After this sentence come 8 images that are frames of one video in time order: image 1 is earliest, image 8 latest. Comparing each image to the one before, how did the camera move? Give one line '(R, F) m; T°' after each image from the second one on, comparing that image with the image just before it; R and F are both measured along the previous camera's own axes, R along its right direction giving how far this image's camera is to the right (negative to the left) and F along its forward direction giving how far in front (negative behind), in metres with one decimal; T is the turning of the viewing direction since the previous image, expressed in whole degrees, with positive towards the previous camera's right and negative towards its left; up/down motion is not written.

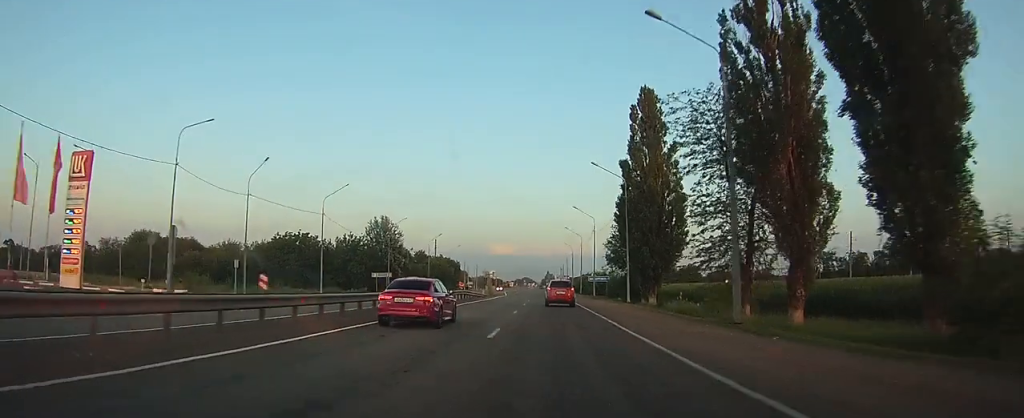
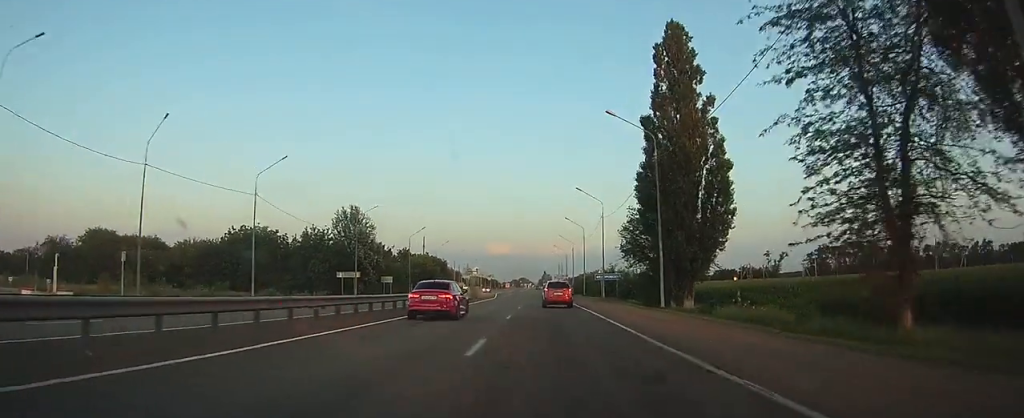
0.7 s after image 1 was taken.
(0.0, +16.3) m; 0°
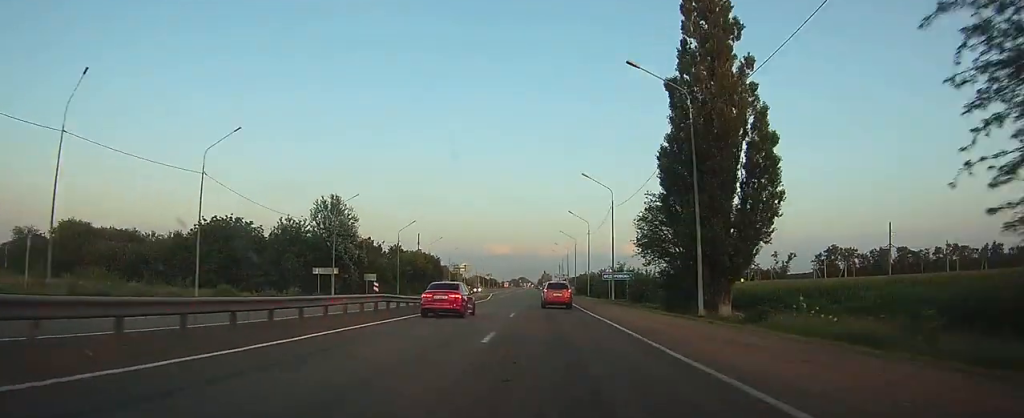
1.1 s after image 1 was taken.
(0.0, +9.2) m; 0°
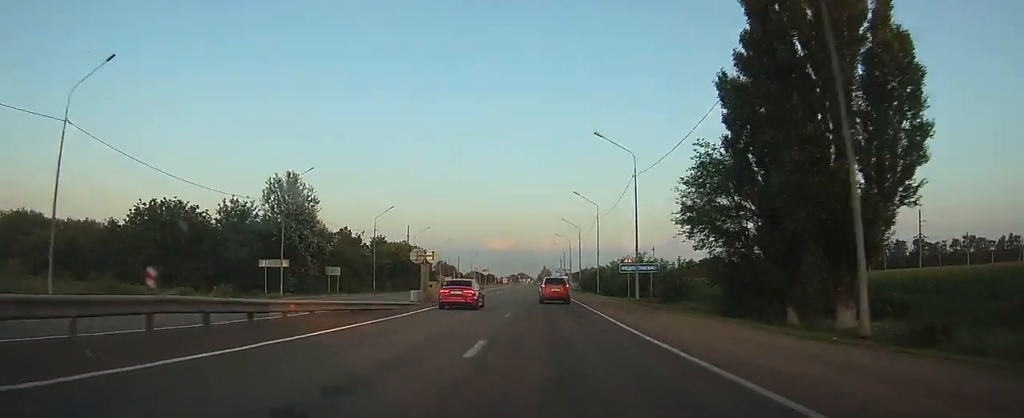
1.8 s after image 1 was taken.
(0.0, +15.2) m; 0°
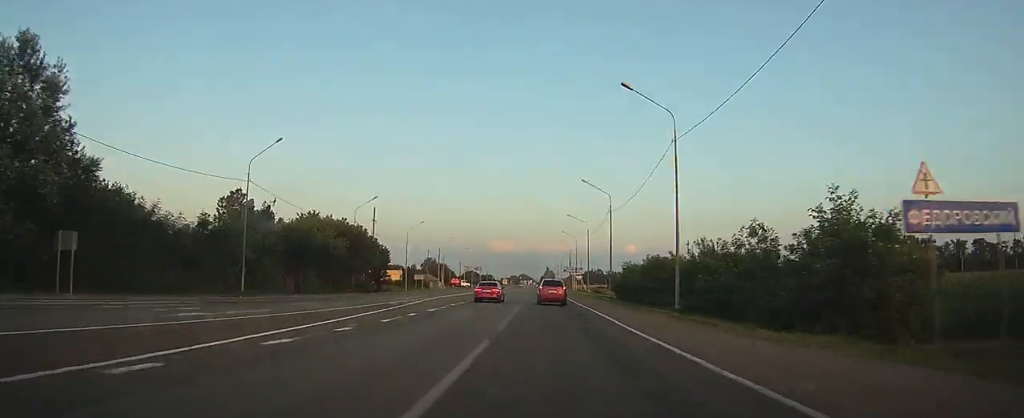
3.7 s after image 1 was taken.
(-0.4, +42.3) m; 0°
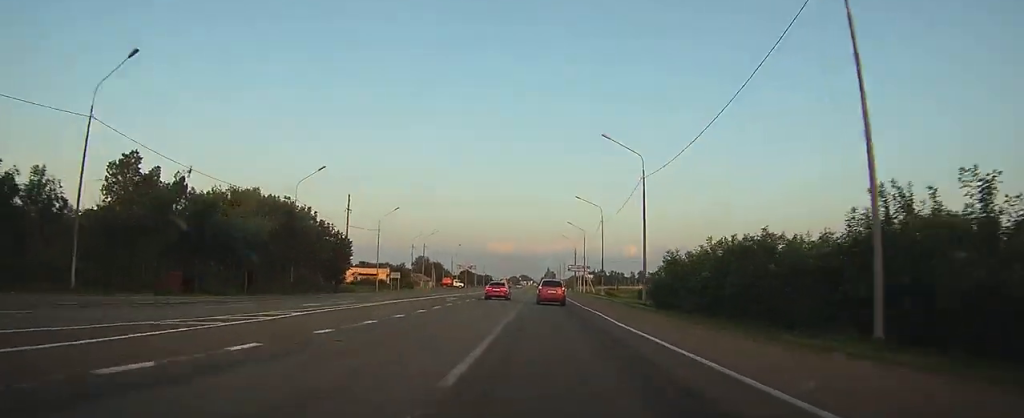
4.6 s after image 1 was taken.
(+0.1, +20.4) m; 0°
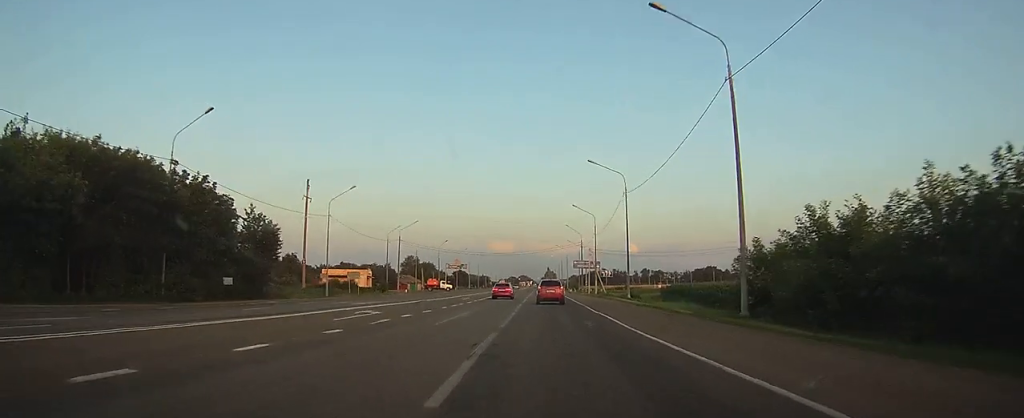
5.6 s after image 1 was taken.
(0.0, +21.8) m; 0°
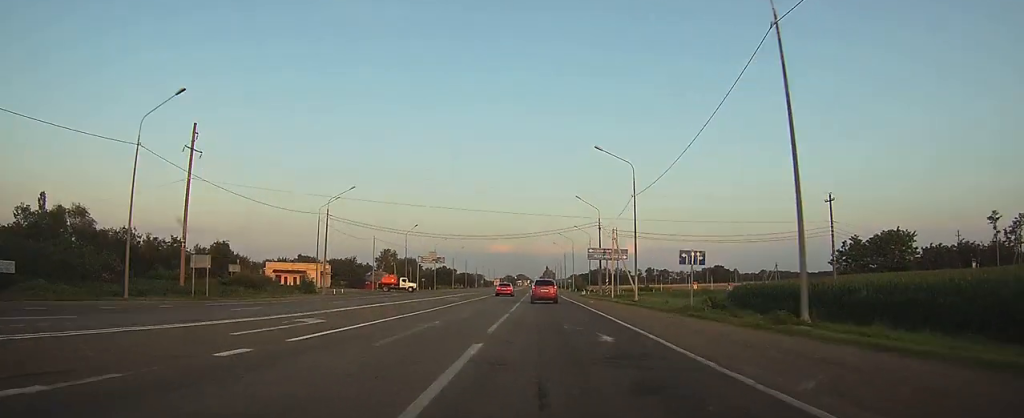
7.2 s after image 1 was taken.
(-0.2, +35.6) m; 0°
